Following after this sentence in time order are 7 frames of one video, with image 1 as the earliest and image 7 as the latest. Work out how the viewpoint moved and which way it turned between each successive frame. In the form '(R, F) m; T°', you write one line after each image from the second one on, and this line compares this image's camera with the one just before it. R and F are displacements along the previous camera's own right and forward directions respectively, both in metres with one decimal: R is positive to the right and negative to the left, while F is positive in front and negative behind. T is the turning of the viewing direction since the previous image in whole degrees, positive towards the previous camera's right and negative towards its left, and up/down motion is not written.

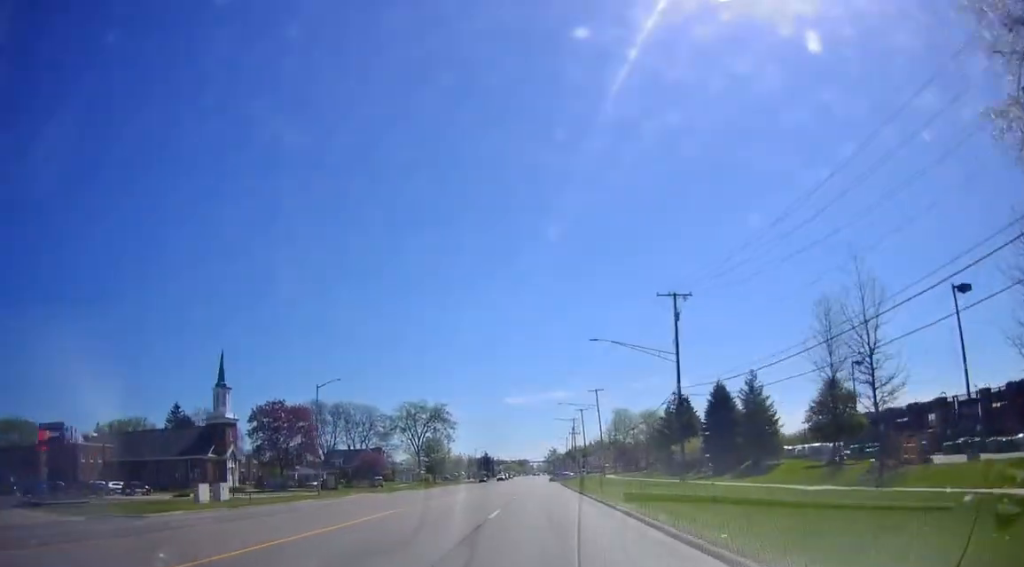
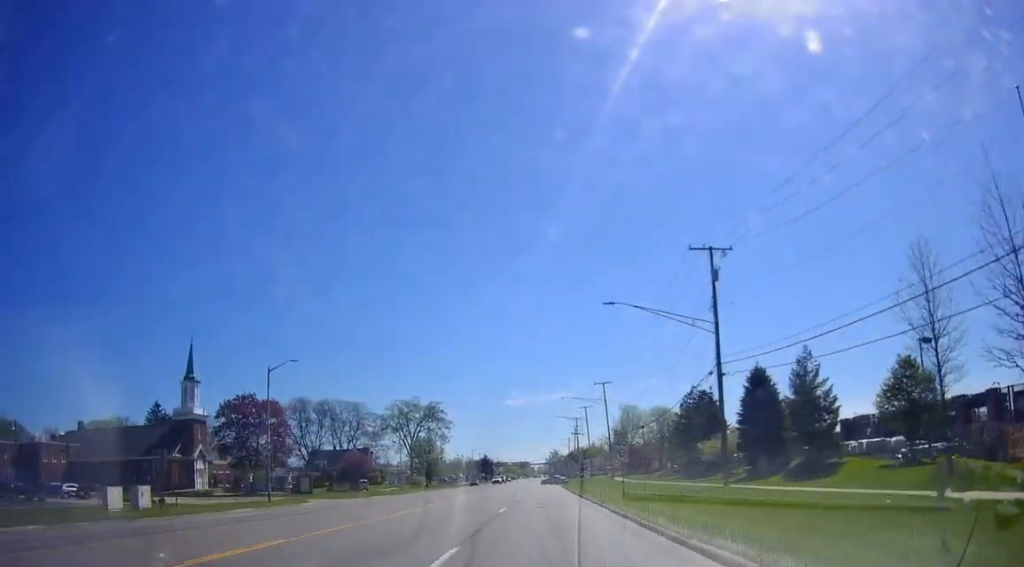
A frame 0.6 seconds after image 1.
(0.0, +10.5) m; -1°
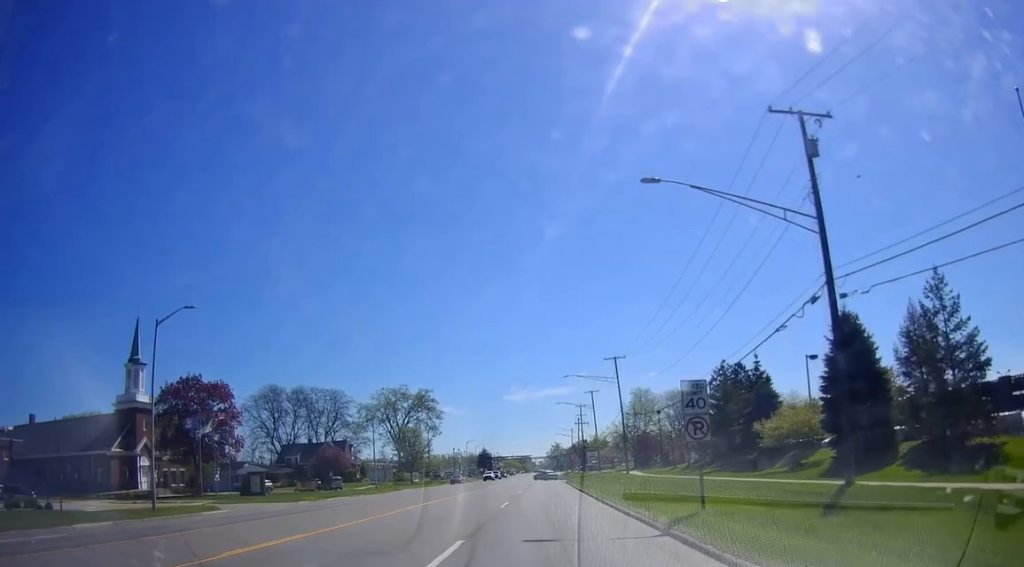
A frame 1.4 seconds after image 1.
(-0.1, +14.7) m; -1°
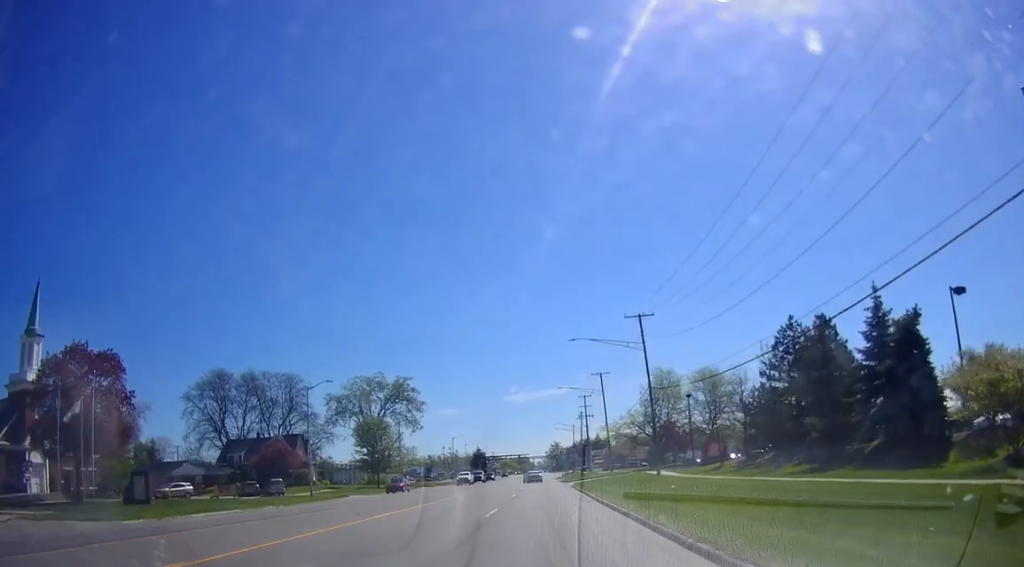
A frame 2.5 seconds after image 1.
(-0.2, +20.8) m; +1°
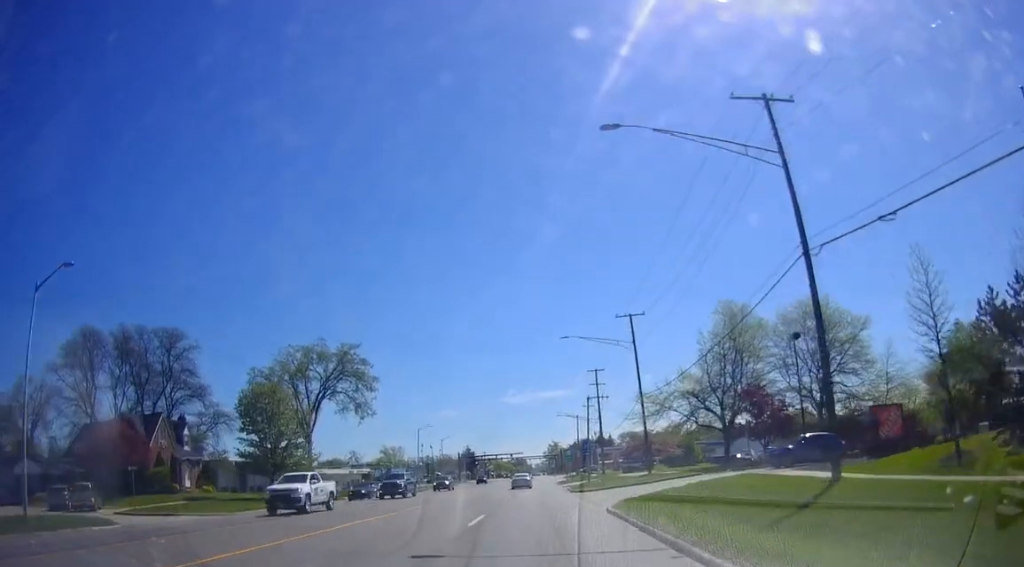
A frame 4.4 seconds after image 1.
(+0.3, +33.9) m; -1°
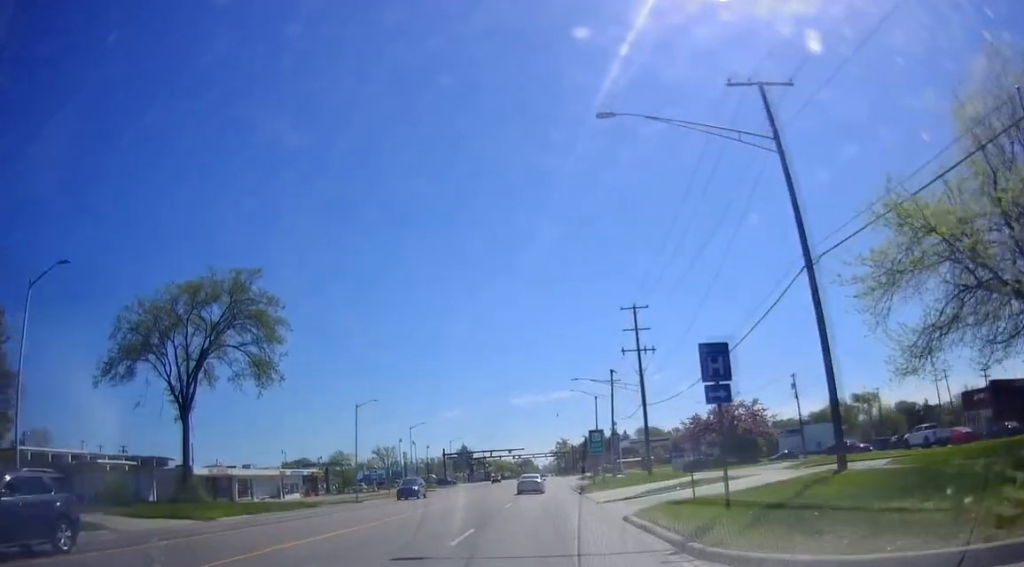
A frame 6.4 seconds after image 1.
(-0.5, +35.5) m; 0°
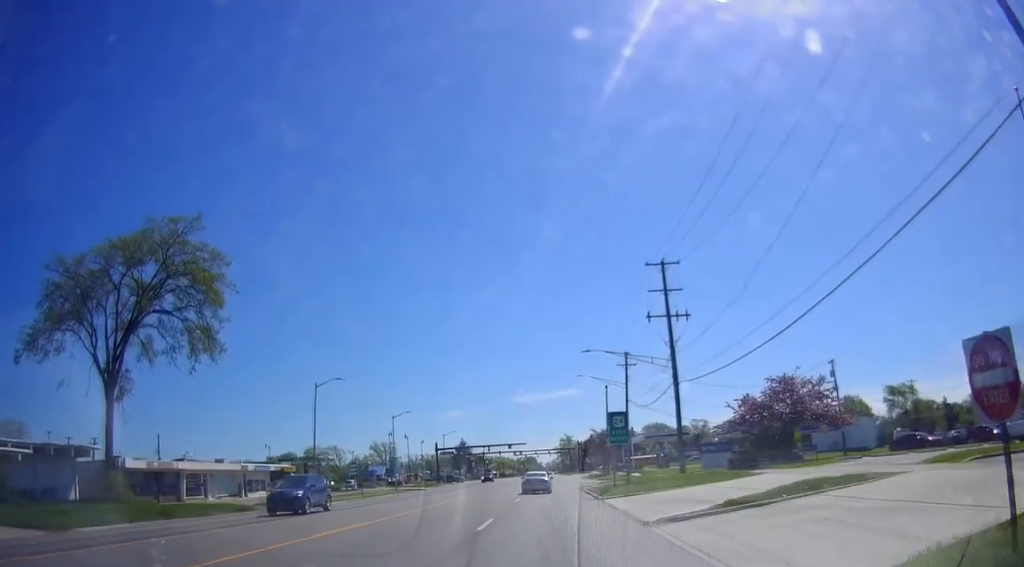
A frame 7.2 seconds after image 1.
(+0.3, +12.4) m; 0°
